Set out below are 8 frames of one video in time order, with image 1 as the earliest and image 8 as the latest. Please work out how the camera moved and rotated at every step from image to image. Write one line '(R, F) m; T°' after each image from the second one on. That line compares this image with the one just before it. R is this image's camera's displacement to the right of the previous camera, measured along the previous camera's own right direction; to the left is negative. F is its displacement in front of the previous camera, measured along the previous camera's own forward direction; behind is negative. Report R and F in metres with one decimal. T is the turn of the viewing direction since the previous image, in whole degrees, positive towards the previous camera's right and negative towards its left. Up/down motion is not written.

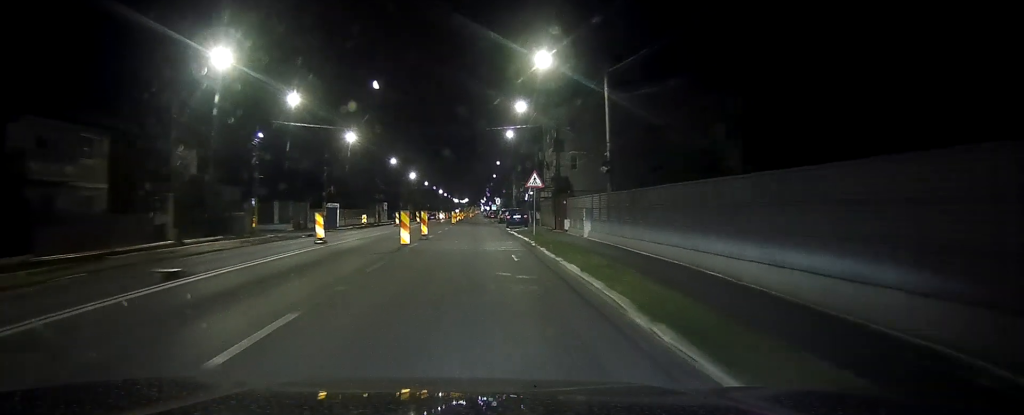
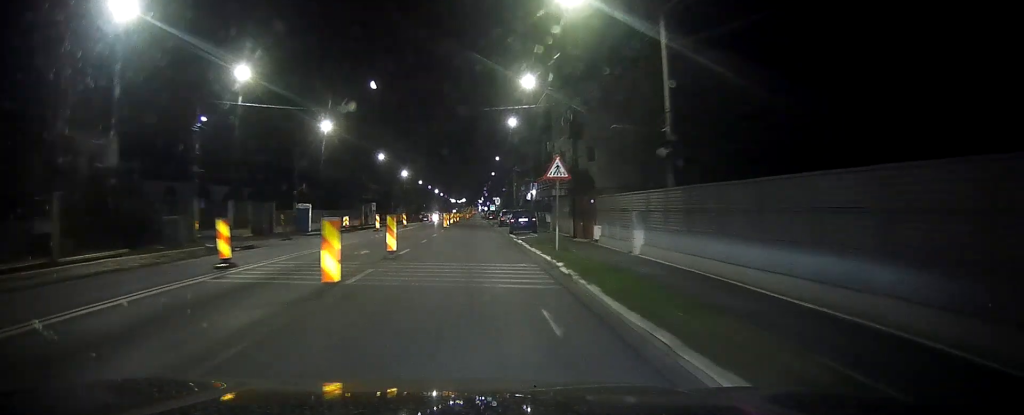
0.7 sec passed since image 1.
(0.0, +10.6) m; 0°
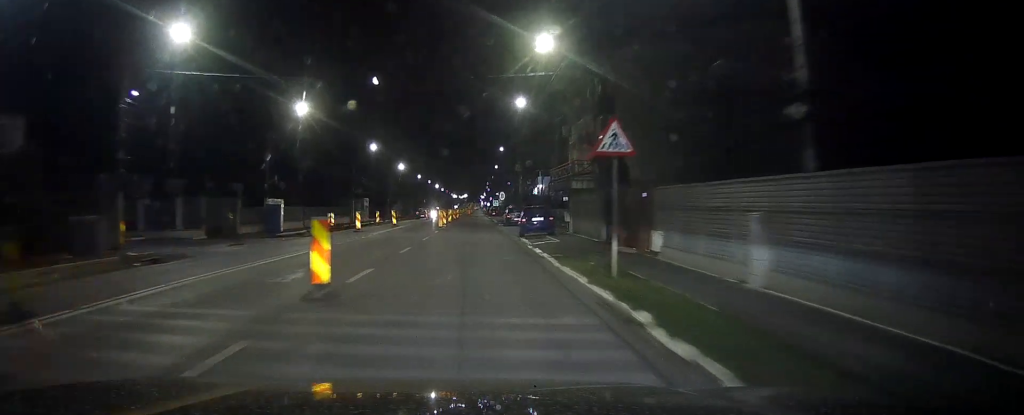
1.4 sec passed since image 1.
(-0.1, +9.1) m; 0°
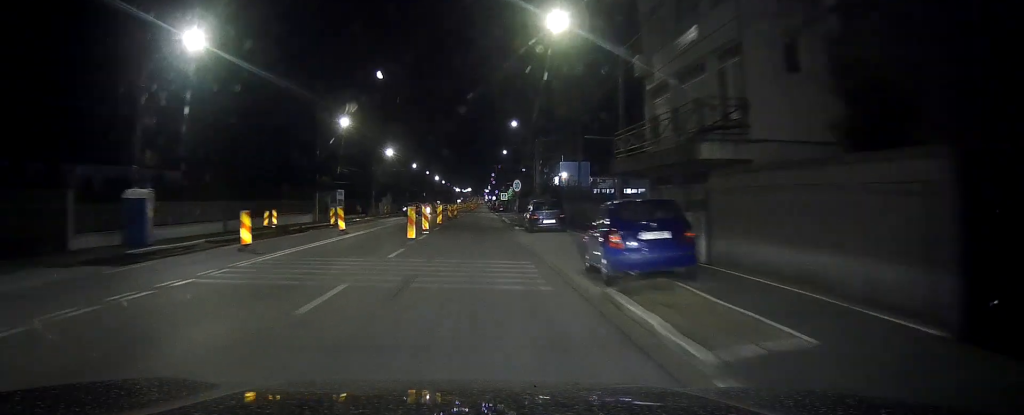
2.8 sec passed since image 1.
(+0.1, +21.1) m; 0°
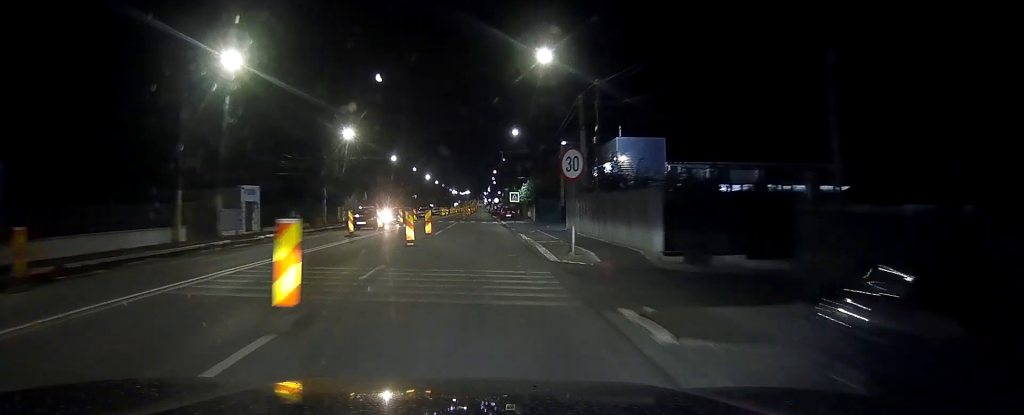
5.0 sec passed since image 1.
(-0.3, +31.2) m; 0°
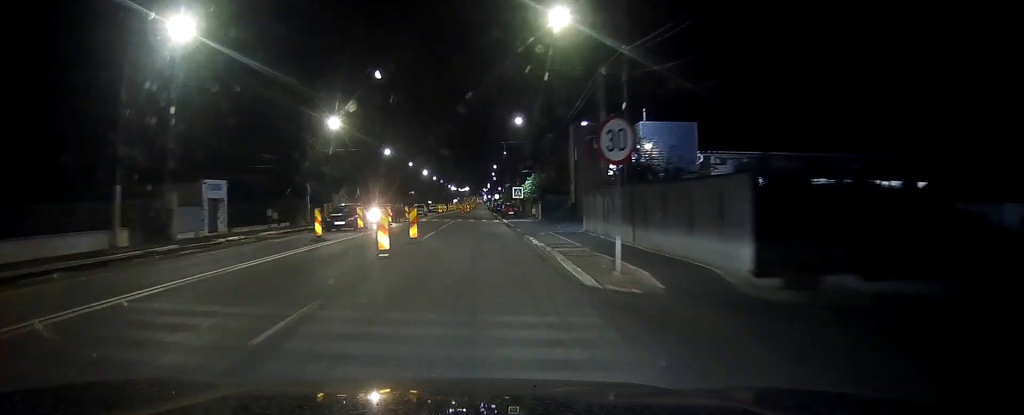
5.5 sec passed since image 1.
(0.0, +6.7) m; +1°
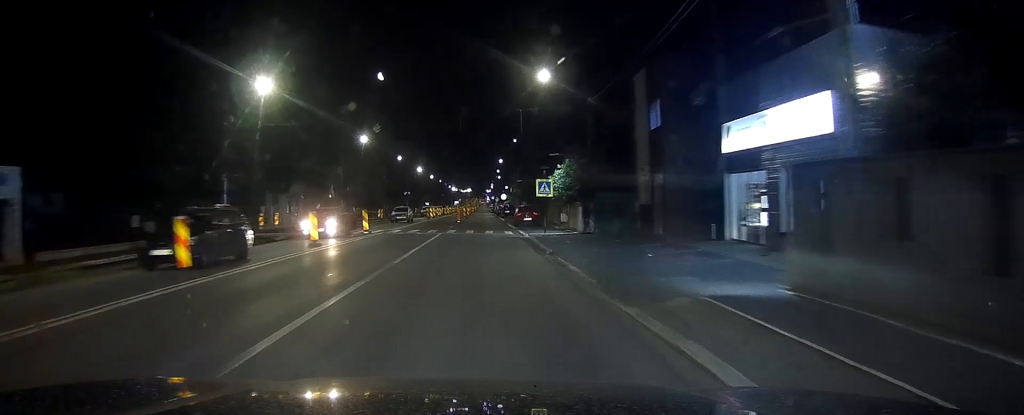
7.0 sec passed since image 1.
(-0.1, +22.2) m; -1°
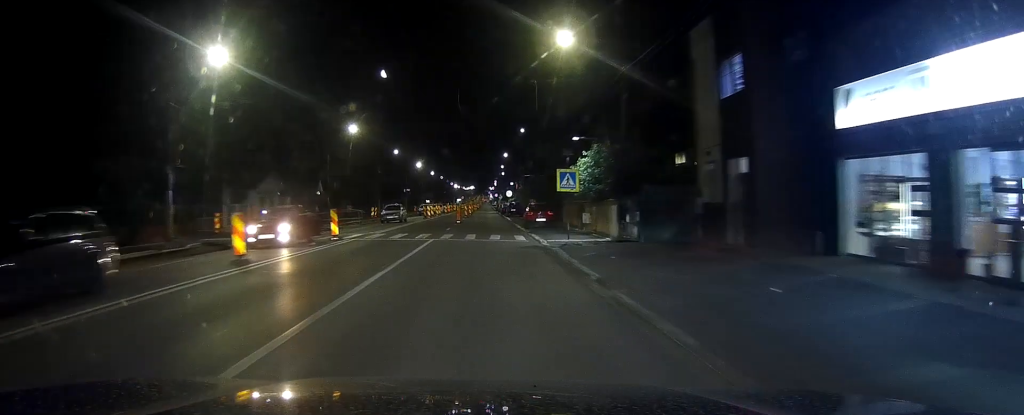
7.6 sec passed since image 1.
(0.0, +8.5) m; 0°
